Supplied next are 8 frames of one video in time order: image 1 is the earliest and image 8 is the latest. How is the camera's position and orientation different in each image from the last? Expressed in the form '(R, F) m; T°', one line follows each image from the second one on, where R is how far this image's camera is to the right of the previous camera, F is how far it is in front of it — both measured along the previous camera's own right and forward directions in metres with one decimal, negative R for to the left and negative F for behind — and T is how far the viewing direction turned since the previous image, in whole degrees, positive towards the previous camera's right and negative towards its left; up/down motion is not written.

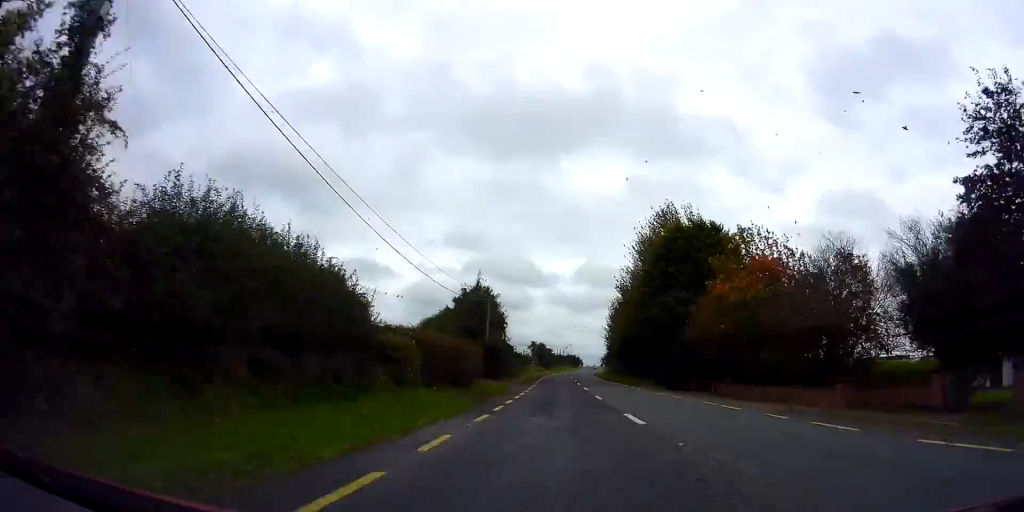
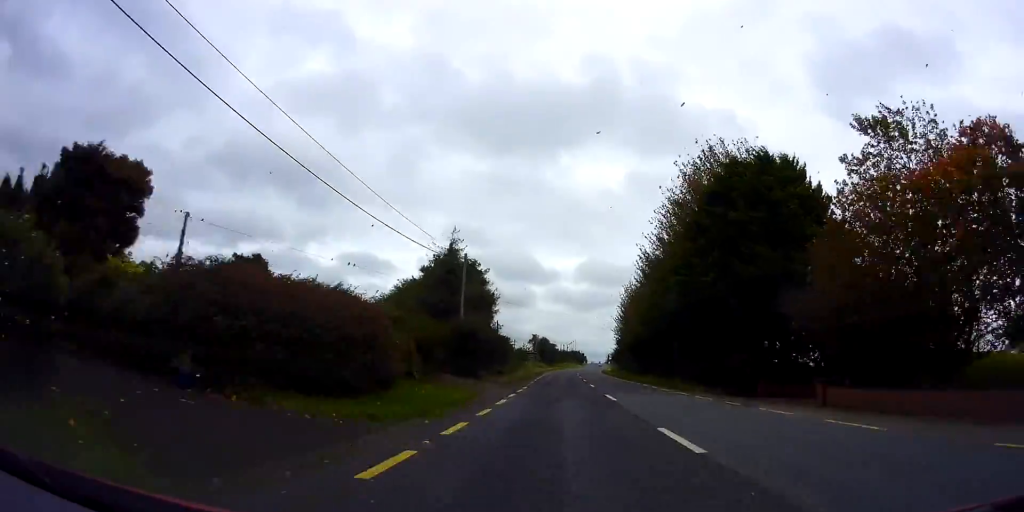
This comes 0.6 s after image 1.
(+0.2, +16.0) m; 0°
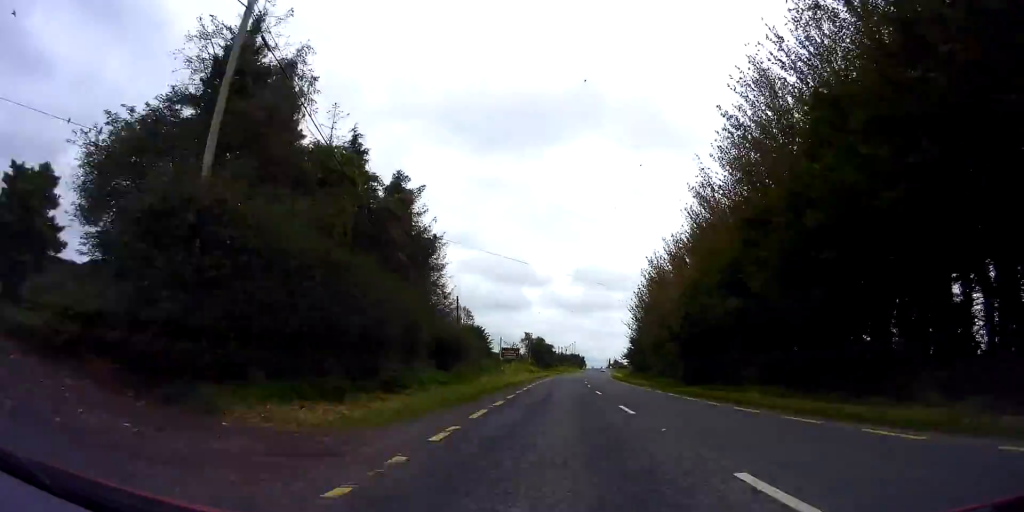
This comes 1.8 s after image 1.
(-0.6, +28.7) m; -1°
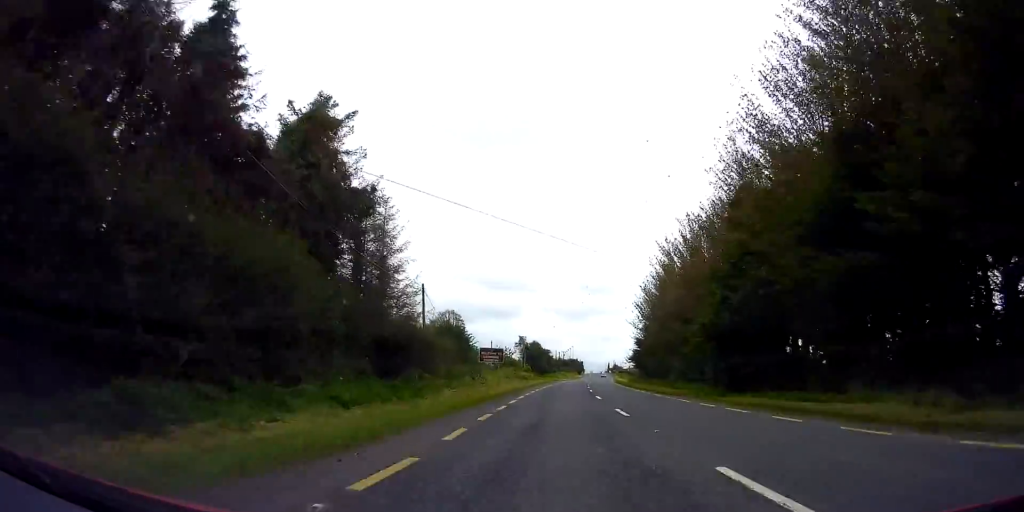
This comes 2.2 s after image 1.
(-0.4, +11.0) m; 0°
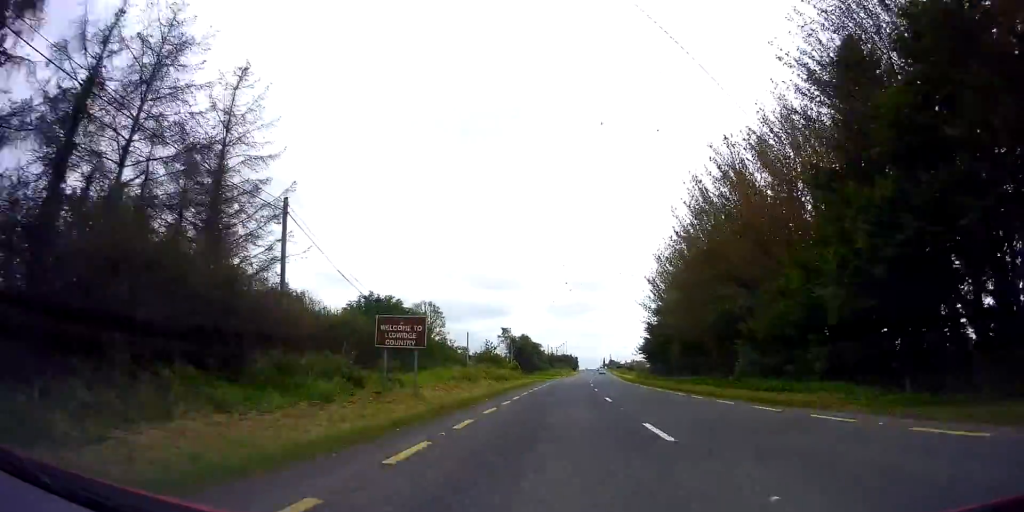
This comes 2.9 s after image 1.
(+0.8, +18.7) m; +1°
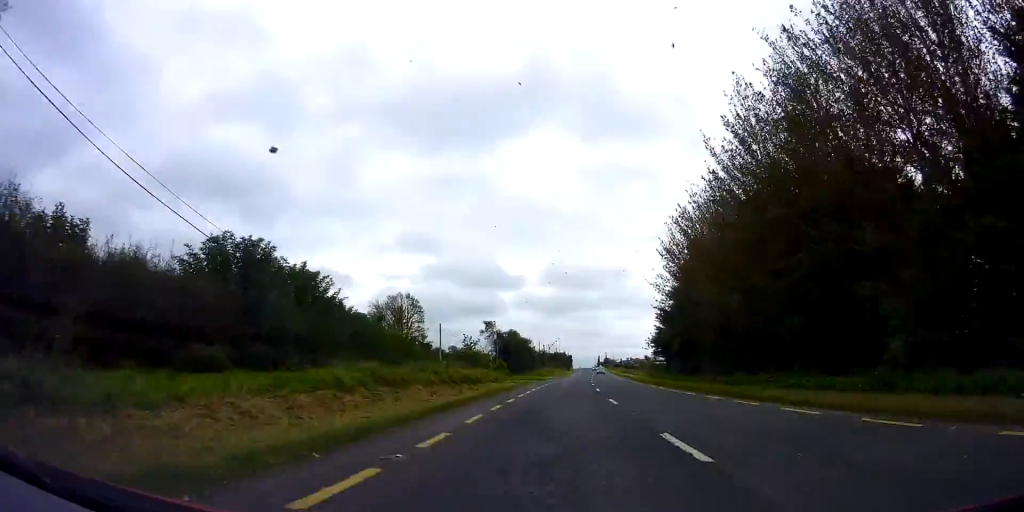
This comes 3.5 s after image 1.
(+0.1, +14.3) m; 0°
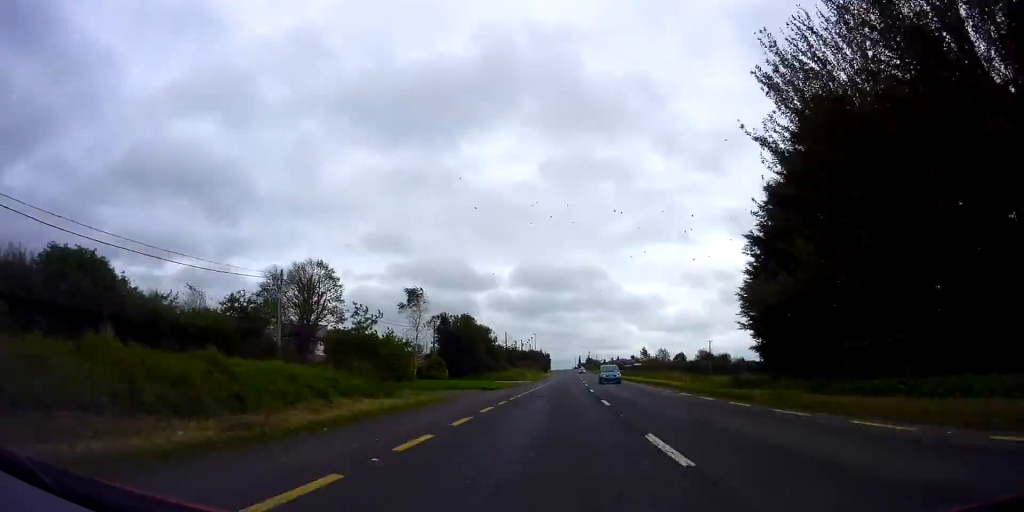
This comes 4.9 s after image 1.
(0.0, +36.3) m; +2°
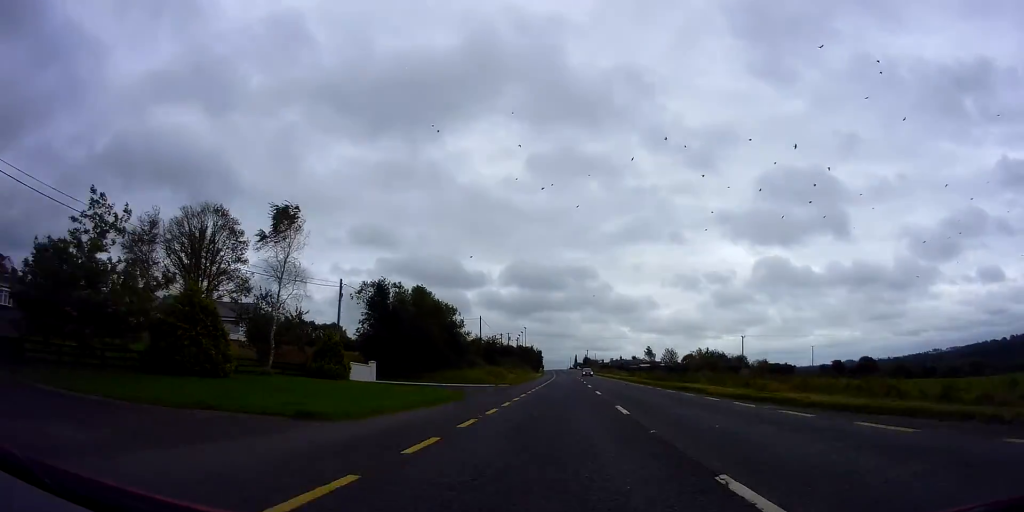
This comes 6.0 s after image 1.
(+0.8, +27.9) m; +1°
